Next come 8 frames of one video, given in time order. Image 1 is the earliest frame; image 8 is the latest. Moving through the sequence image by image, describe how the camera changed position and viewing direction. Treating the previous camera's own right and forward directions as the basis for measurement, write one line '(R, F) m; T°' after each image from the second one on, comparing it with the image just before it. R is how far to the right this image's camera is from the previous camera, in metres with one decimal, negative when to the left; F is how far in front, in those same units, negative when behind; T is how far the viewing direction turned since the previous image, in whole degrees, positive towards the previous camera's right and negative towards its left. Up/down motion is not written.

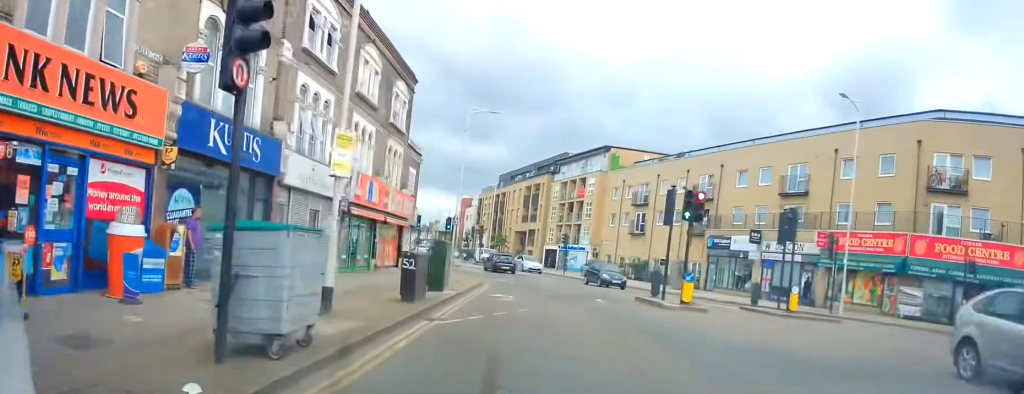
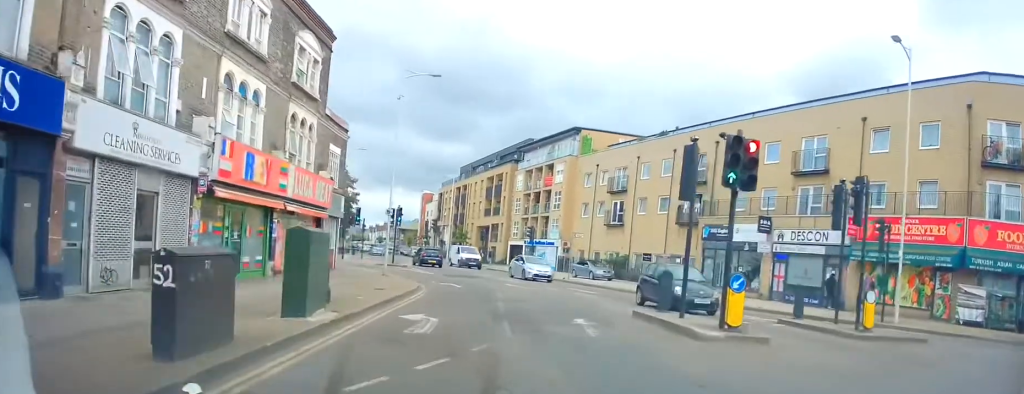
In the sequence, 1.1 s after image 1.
(+0.5, +7.6) m; 0°
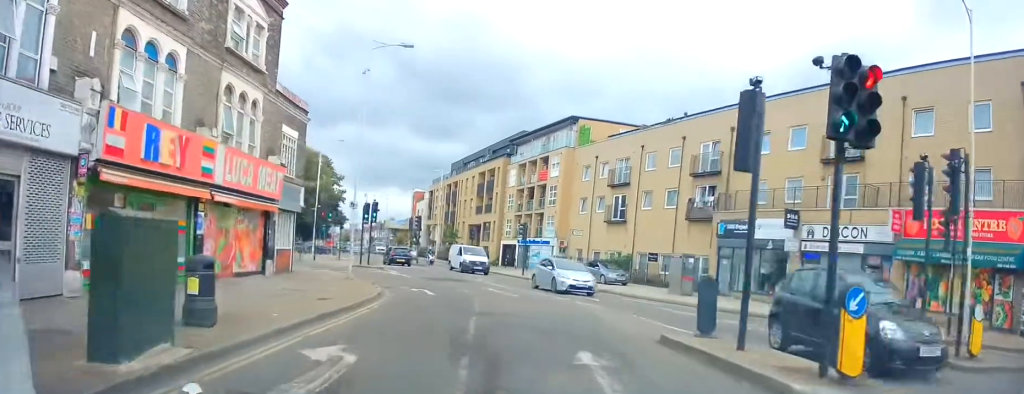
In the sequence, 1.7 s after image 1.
(-0.4, +4.6) m; 0°
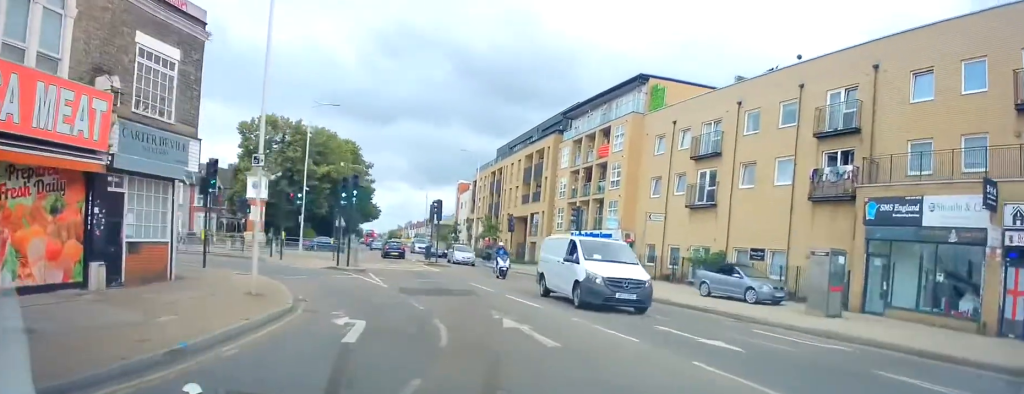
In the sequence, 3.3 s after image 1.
(+0.2, +12.0) m; -3°
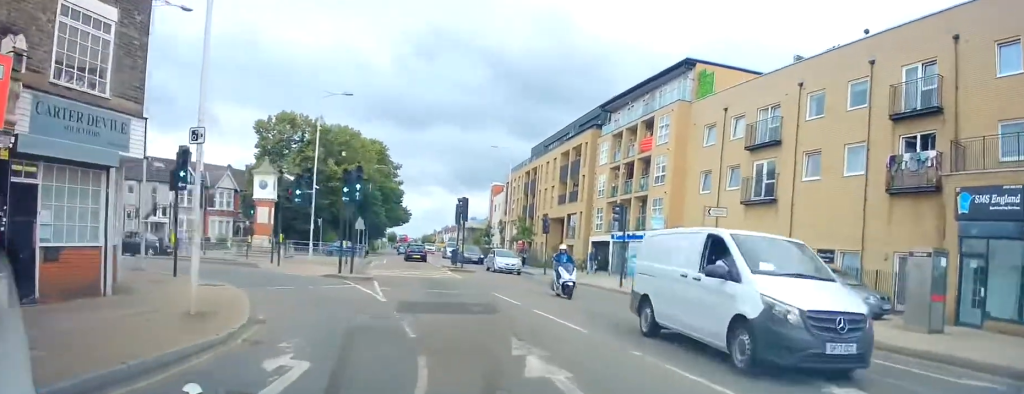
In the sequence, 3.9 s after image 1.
(-0.1, +3.9) m; -5°
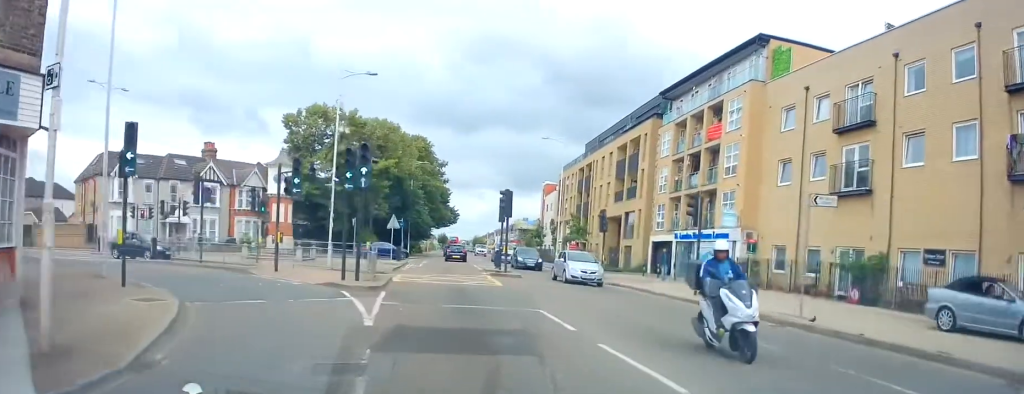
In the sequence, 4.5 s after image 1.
(-0.3, +4.6) m; -5°
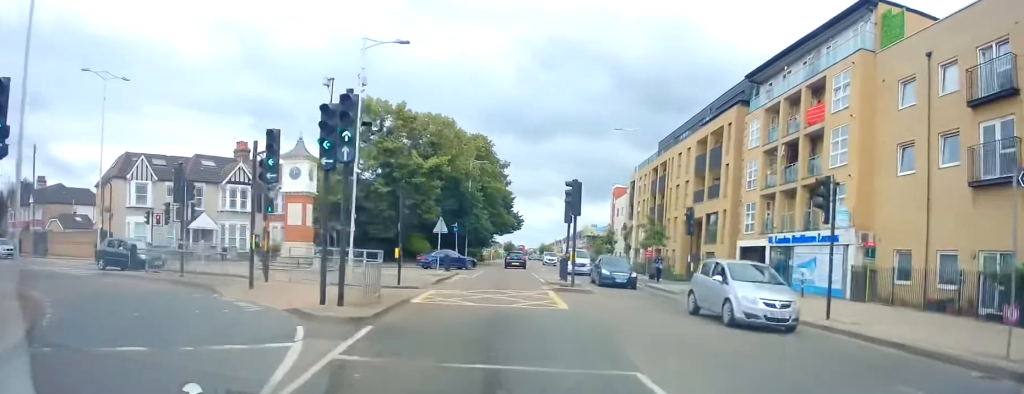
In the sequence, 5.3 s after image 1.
(-0.3, +5.9) m; -5°
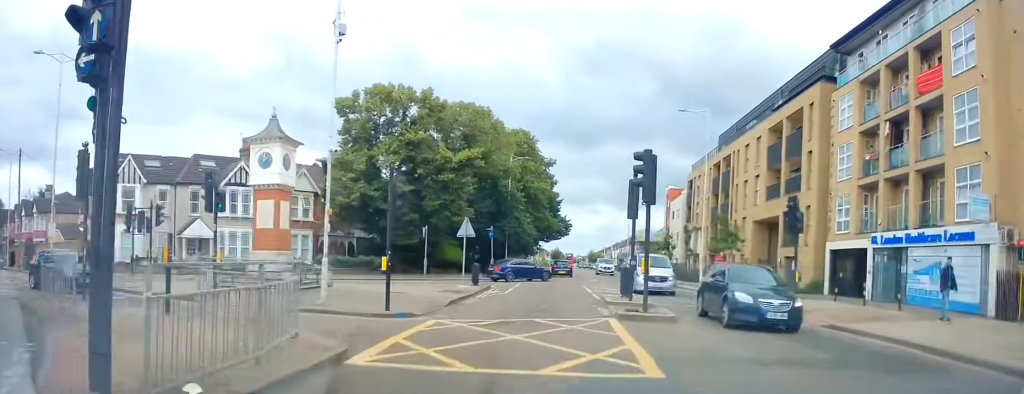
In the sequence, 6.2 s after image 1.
(-0.3, +7.0) m; -4°
